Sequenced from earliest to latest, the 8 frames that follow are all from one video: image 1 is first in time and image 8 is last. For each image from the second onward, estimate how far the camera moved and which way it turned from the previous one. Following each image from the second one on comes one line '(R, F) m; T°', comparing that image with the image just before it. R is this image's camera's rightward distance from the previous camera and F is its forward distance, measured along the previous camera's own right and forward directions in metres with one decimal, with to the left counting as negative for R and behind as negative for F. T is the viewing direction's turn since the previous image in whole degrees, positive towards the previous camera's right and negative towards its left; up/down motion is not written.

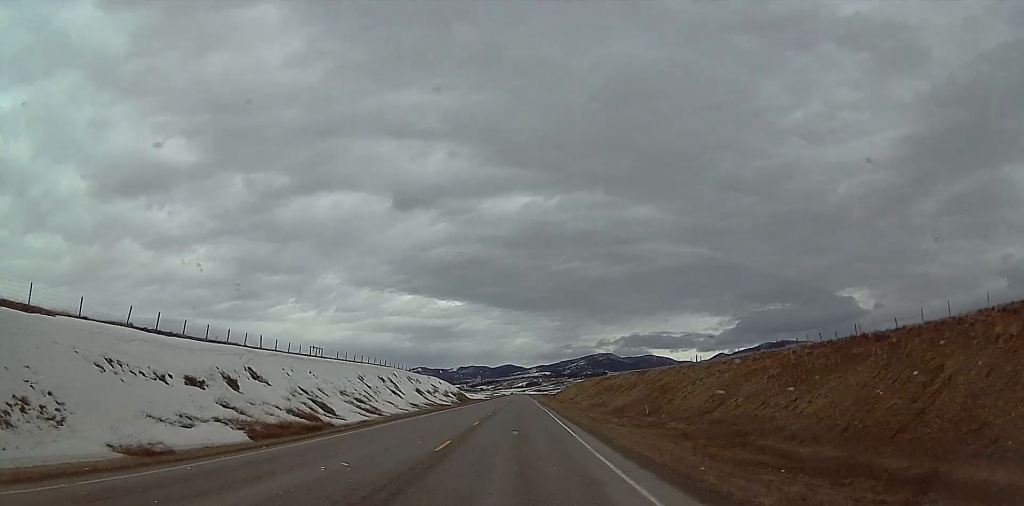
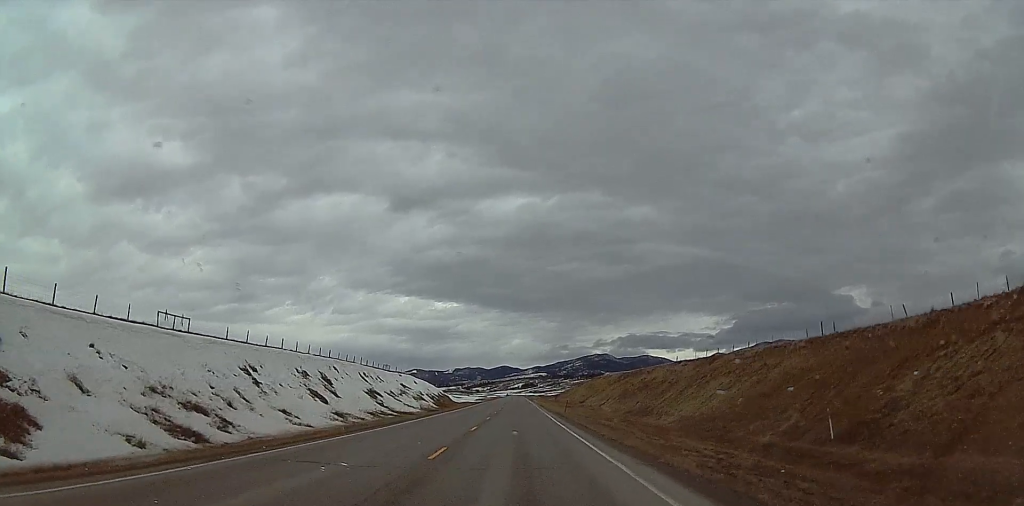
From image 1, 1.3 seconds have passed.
(-1.6, +40.8) m; -2°
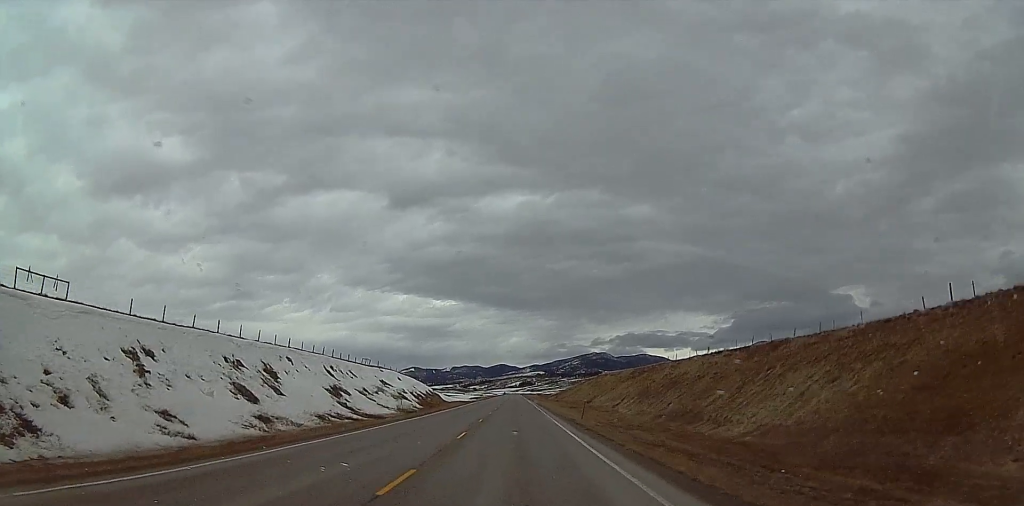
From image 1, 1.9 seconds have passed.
(+0.1, +18.0) m; 0°
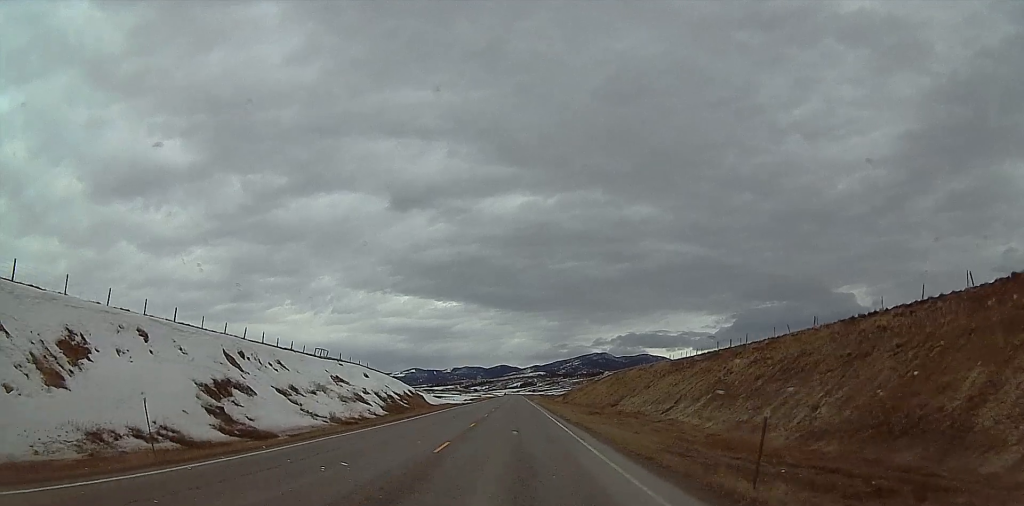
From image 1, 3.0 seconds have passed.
(+0.1, +31.1) m; +1°
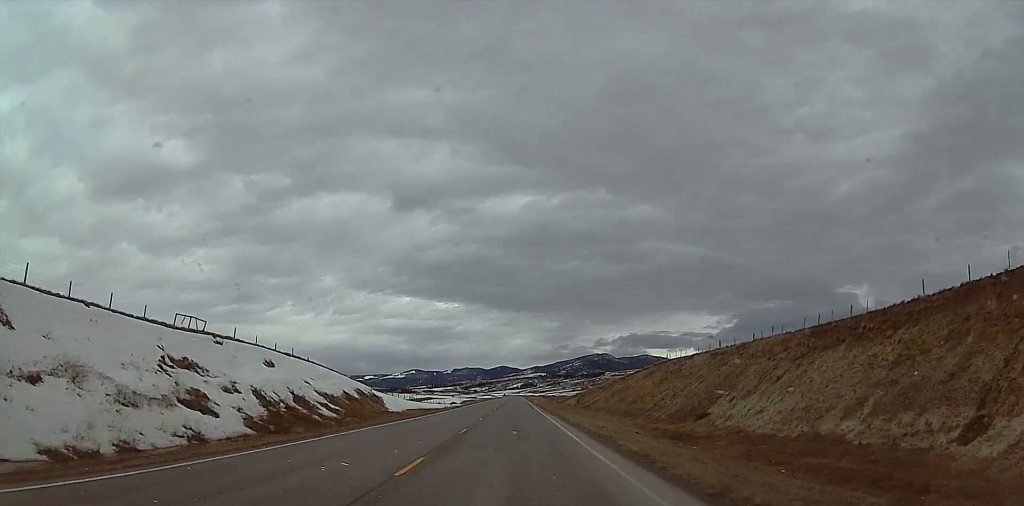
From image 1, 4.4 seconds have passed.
(-0.3, +42.2) m; -1°
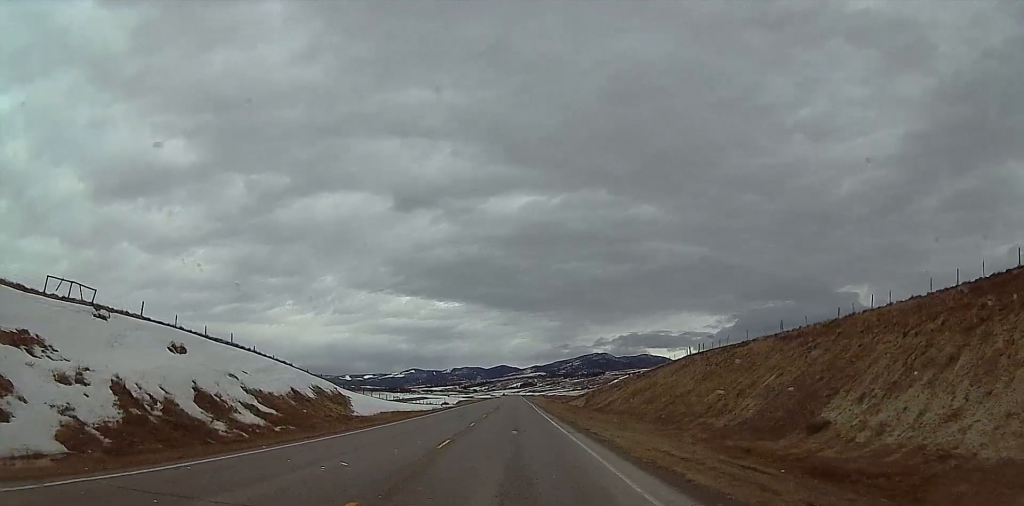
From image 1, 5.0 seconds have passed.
(-0.4, +18.5) m; 0°
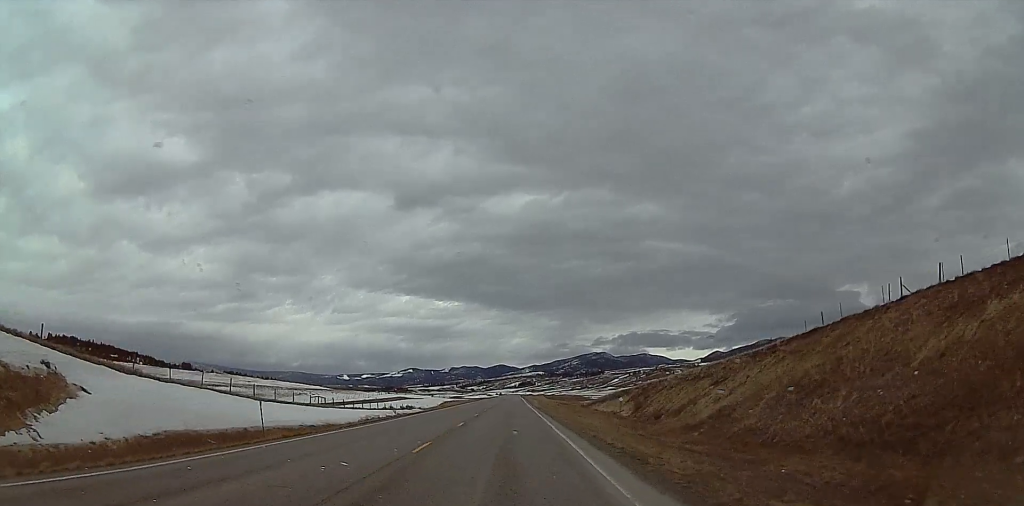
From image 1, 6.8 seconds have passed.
(+1.7, +51.4) m; 0°
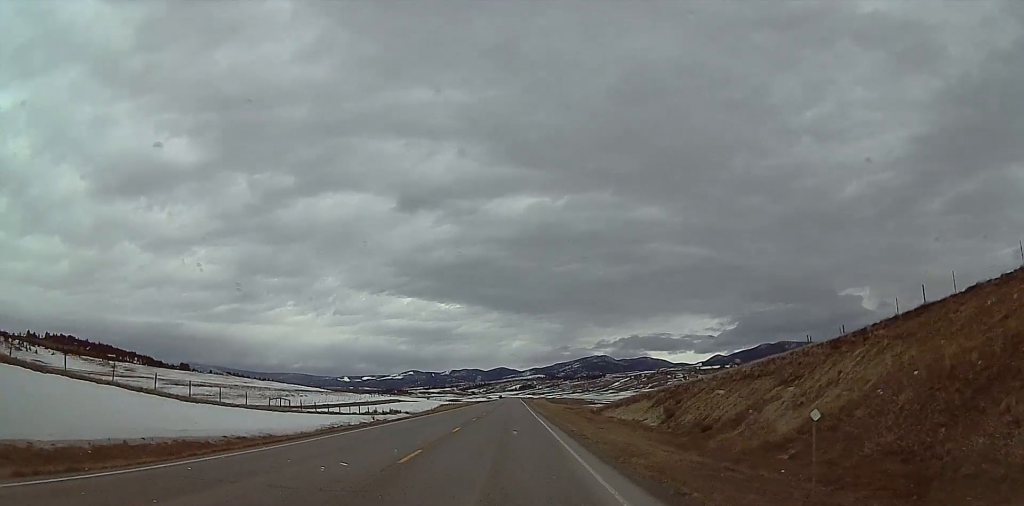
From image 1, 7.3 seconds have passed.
(-0.3, +13.5) m; 0°
